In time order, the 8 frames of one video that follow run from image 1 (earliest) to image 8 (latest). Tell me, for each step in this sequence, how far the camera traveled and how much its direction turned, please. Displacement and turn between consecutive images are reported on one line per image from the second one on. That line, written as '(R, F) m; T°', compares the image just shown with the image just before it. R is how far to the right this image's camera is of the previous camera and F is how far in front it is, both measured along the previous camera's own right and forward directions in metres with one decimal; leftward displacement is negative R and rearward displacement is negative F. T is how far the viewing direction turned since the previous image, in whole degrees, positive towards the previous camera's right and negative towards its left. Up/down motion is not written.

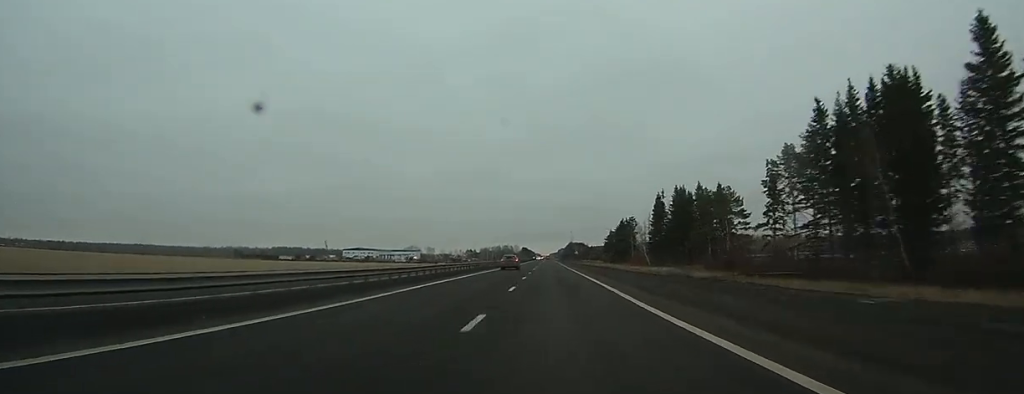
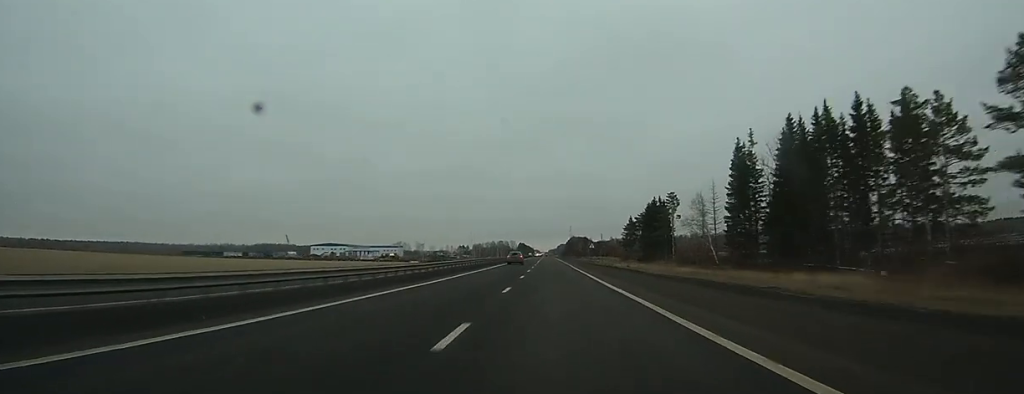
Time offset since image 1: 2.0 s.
(+0.1, +60.2) m; 0°
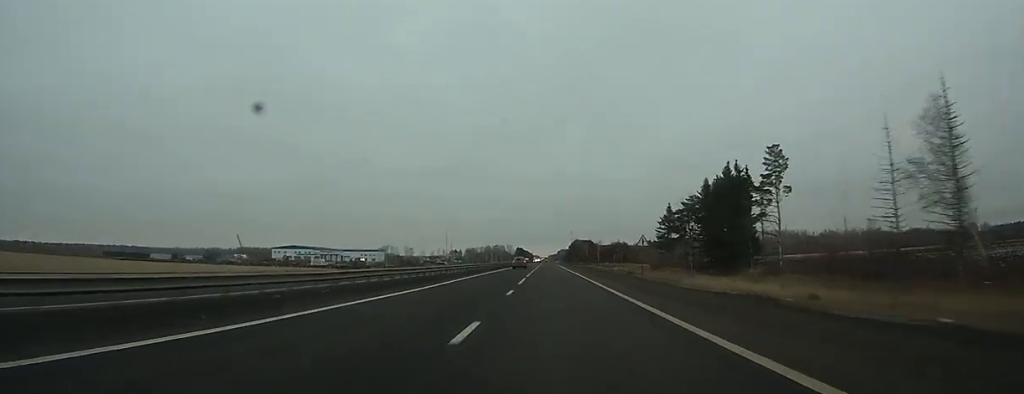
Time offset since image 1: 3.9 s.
(0.0, +57.2) m; 0°
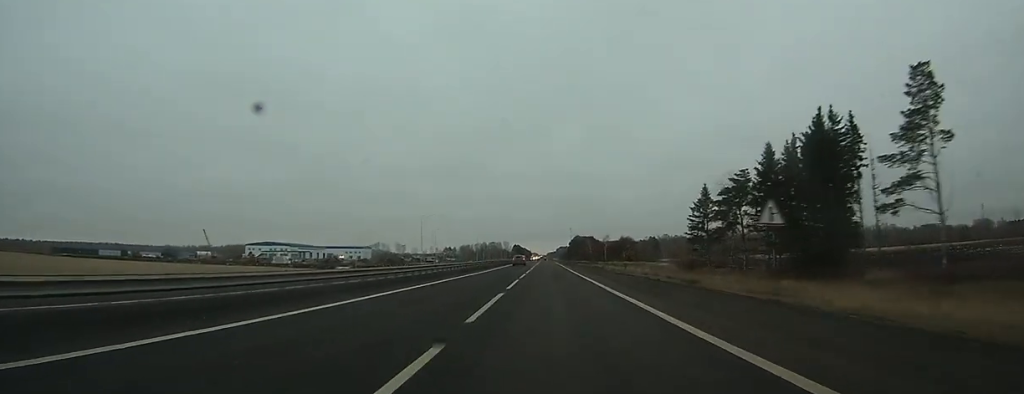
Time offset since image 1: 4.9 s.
(0.0, +31.4) m; 0°
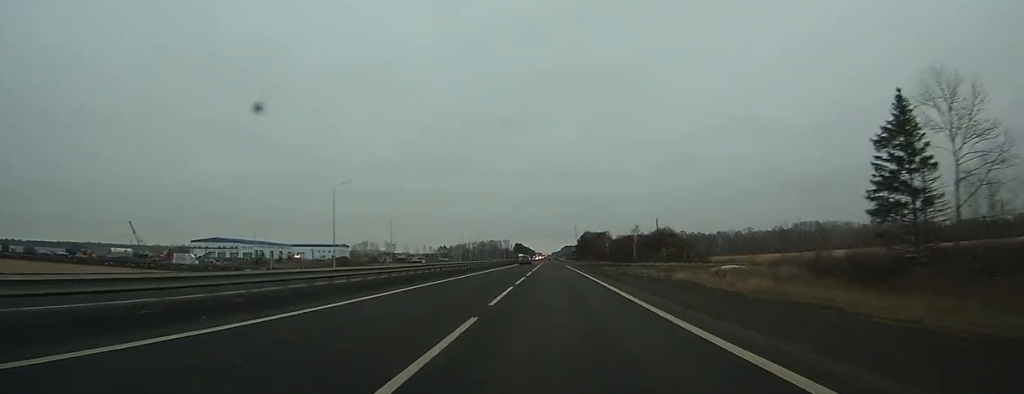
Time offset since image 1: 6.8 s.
(-0.1, +59.6) m; 0°
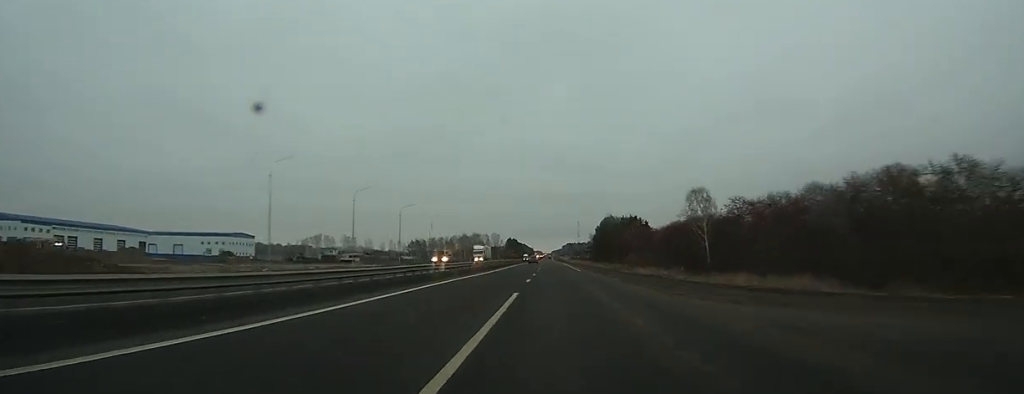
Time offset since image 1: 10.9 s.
(+0.1, +127.6) m; 0°
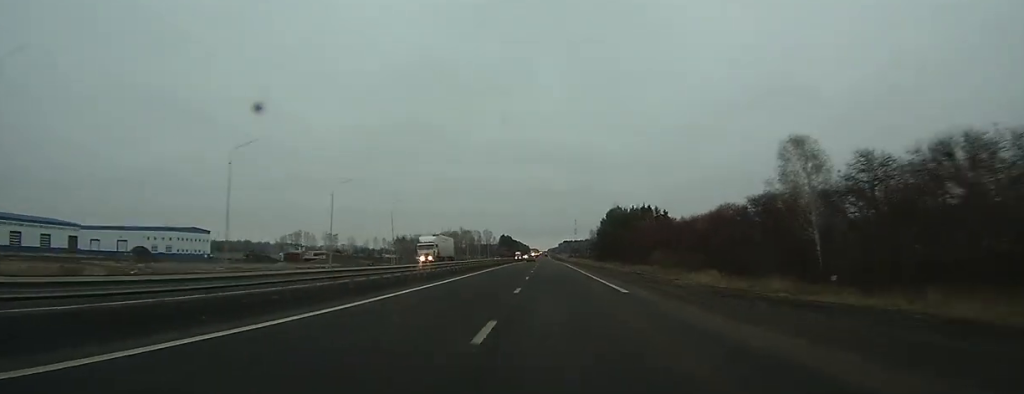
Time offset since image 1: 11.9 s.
(0.0, +32.7) m; 0°
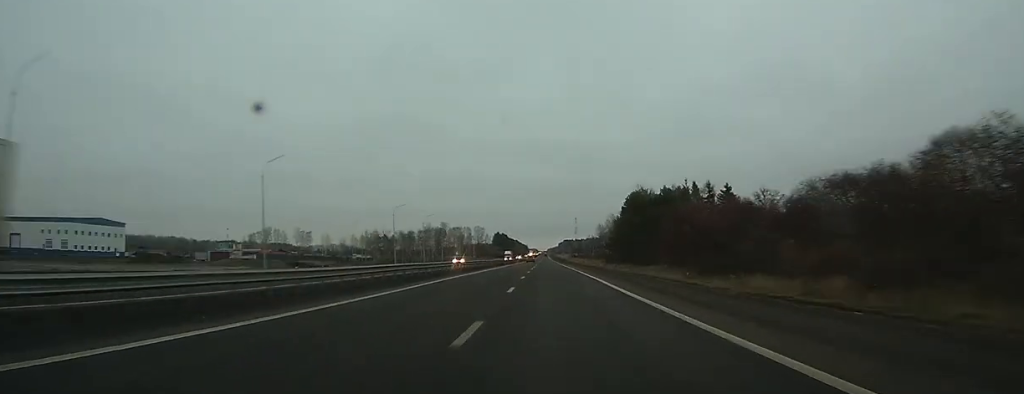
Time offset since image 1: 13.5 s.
(0.0, +48.6) m; 0°
